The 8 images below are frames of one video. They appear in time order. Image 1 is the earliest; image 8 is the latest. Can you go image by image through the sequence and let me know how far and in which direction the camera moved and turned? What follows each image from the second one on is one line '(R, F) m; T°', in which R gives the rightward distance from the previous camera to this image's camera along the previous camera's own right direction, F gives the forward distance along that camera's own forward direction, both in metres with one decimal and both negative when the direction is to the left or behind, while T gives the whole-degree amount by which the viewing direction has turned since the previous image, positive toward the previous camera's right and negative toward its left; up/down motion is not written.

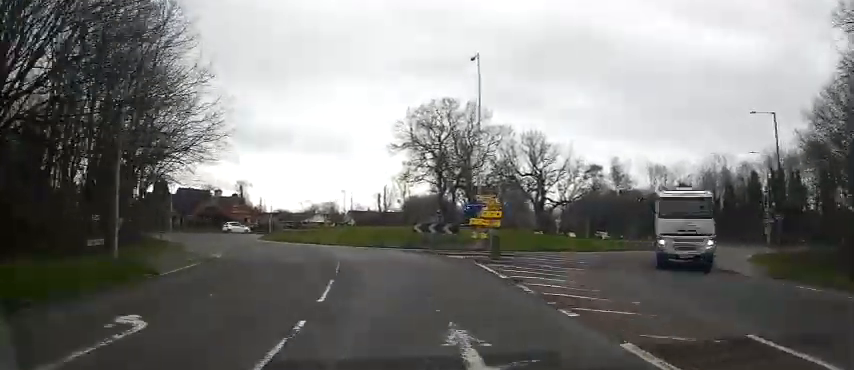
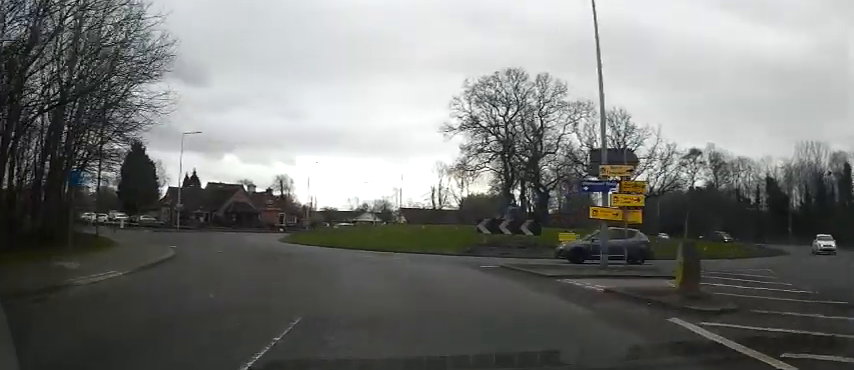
(-0.5, +11.5) m; -5°
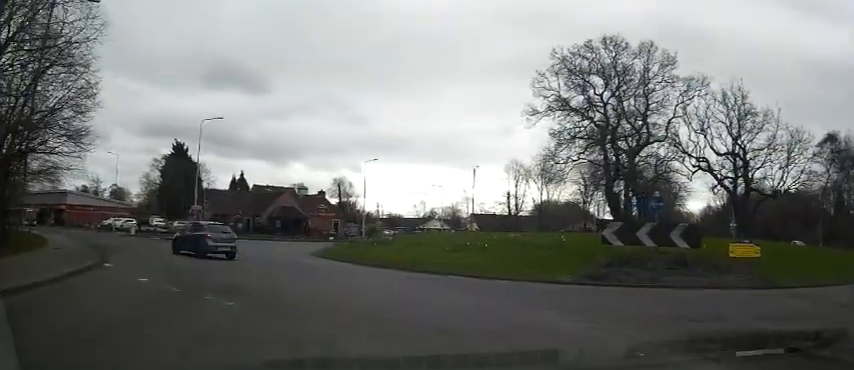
(-0.7, +10.2) m; -15°
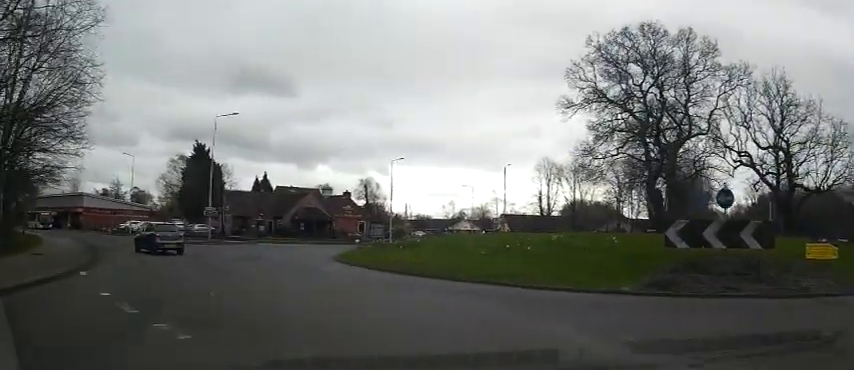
(-0.4, +2.4) m; -7°
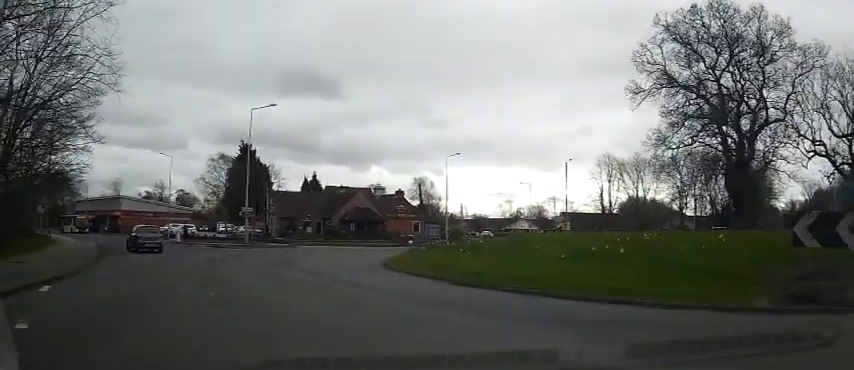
(-0.2, +3.0) m; -7°
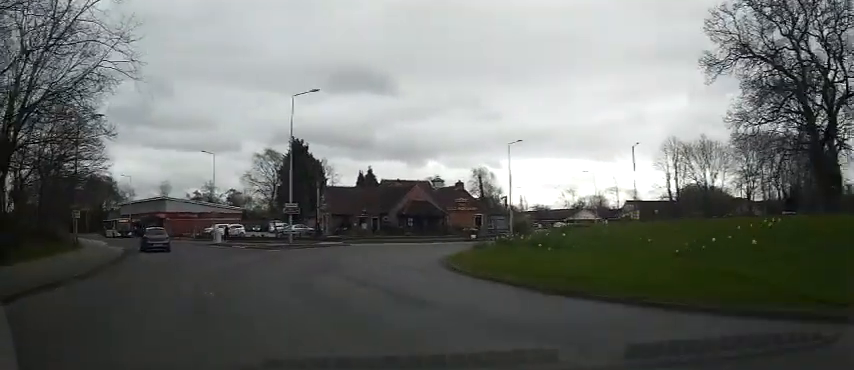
(-0.1, +3.4) m; -5°
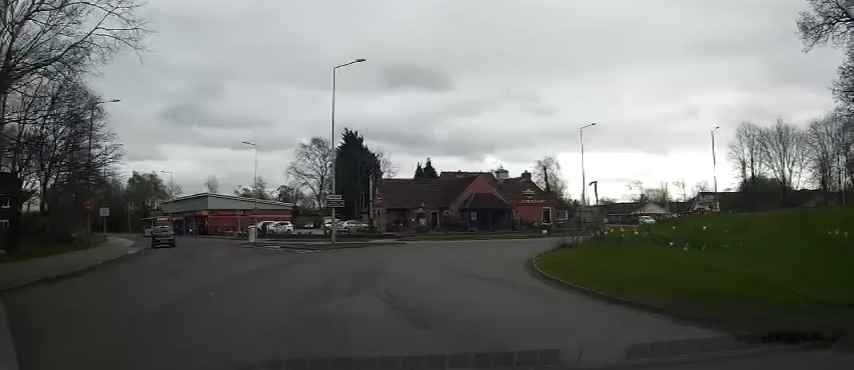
(-0.3, +5.1) m; -2°
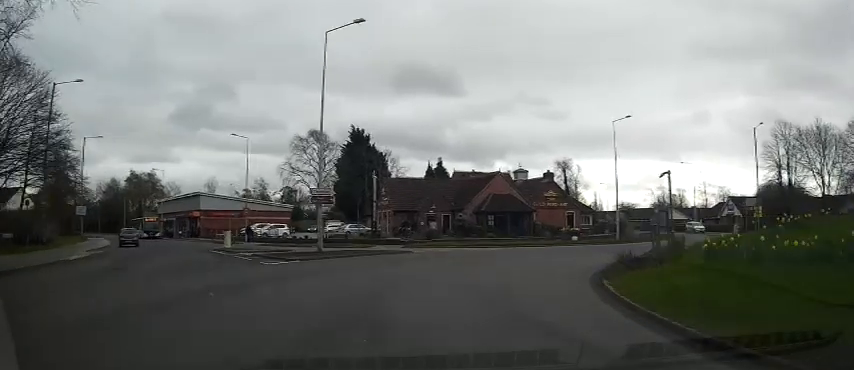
(-0.1, +6.0) m; +2°
